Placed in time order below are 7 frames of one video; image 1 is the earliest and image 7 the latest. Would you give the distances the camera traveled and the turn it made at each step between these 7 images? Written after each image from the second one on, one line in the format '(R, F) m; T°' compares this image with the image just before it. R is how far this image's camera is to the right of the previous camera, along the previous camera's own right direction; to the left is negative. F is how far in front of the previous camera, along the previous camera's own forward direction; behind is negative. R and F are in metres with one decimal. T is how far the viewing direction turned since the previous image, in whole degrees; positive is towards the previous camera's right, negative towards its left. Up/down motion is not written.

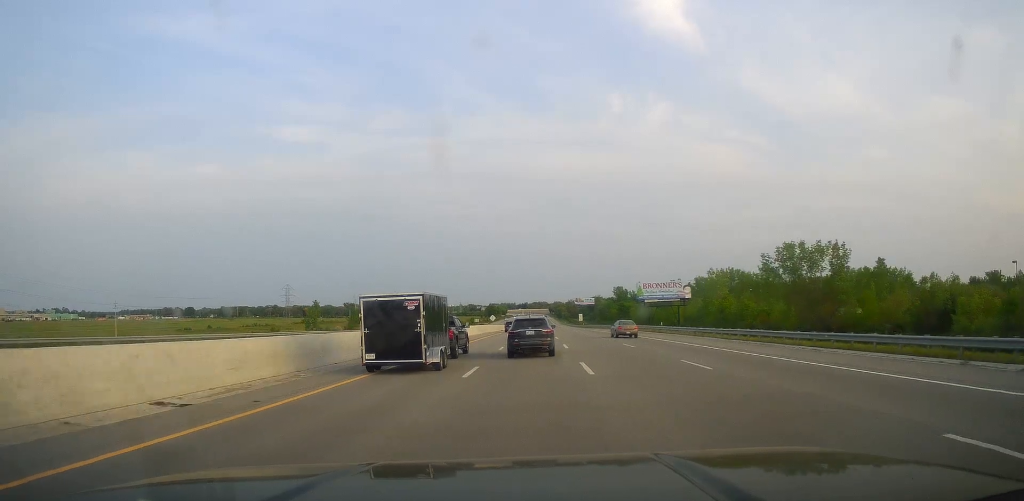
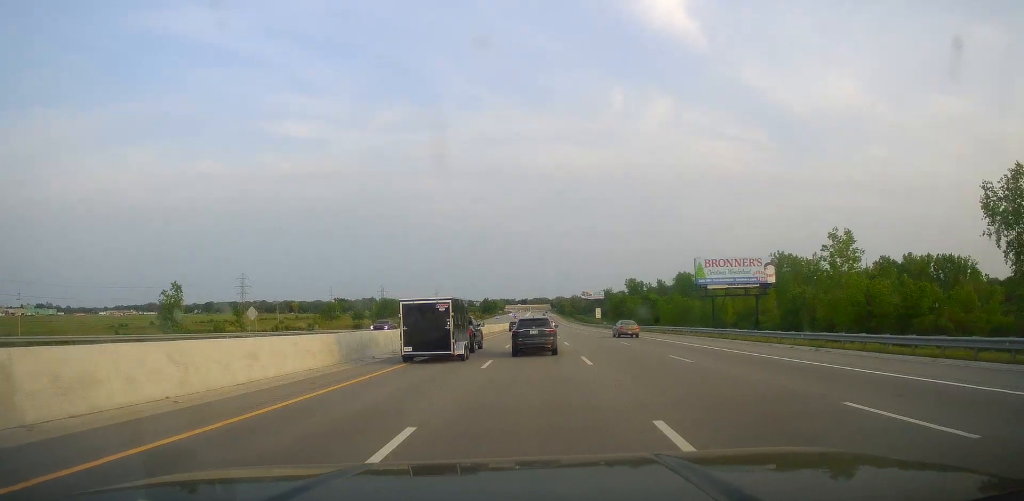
(+0.1, +57.9) m; 0°
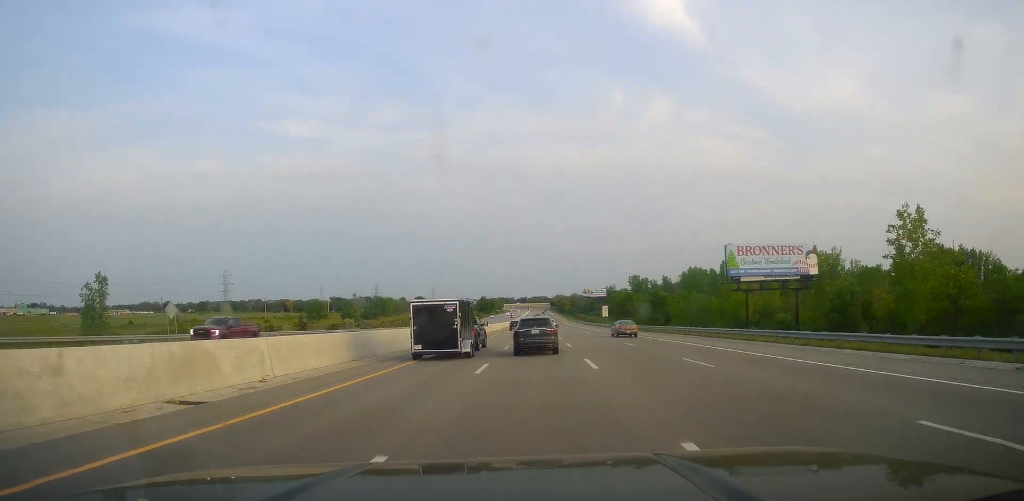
(-0.1, +17.3) m; 0°
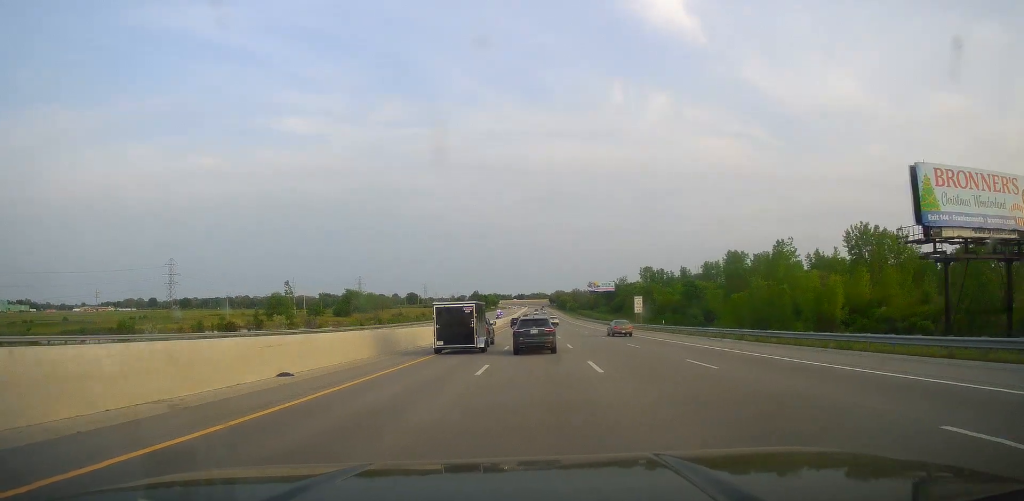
(0.0, +46.0) m; +1°
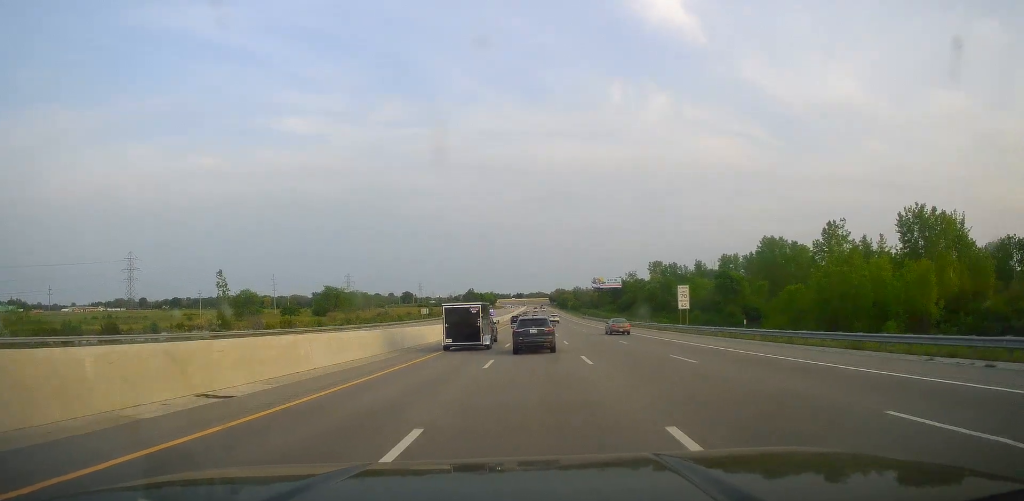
(+0.1, +27.8) m; +1°
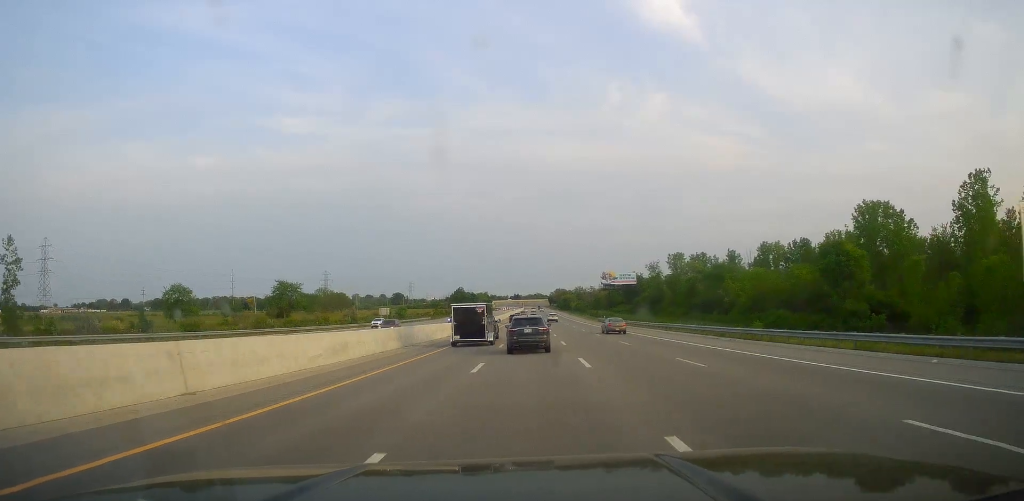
(+0.1, +46.9) m; 0°
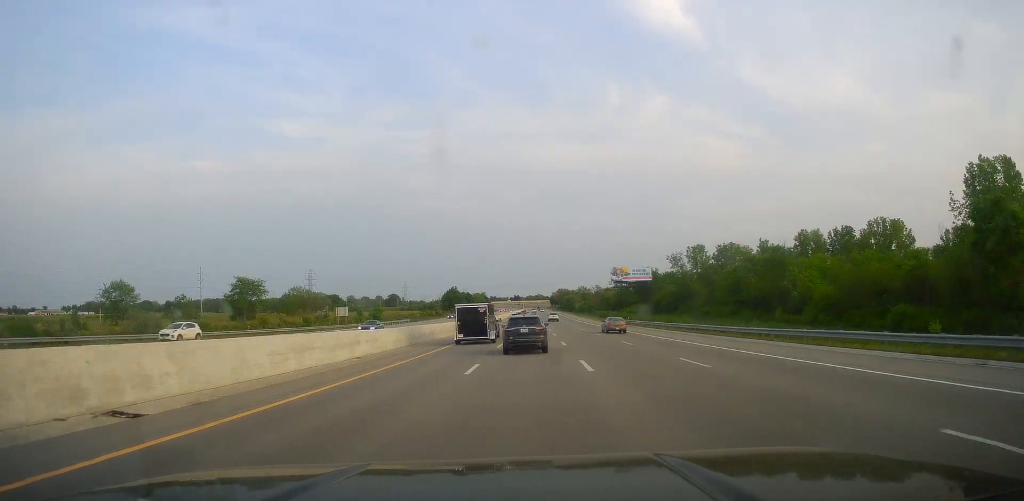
(-0.1, +30.9) m; 0°
